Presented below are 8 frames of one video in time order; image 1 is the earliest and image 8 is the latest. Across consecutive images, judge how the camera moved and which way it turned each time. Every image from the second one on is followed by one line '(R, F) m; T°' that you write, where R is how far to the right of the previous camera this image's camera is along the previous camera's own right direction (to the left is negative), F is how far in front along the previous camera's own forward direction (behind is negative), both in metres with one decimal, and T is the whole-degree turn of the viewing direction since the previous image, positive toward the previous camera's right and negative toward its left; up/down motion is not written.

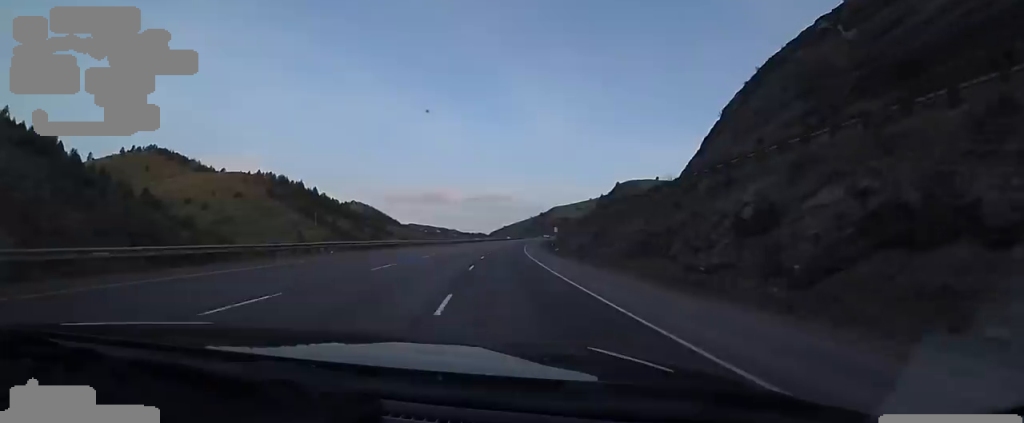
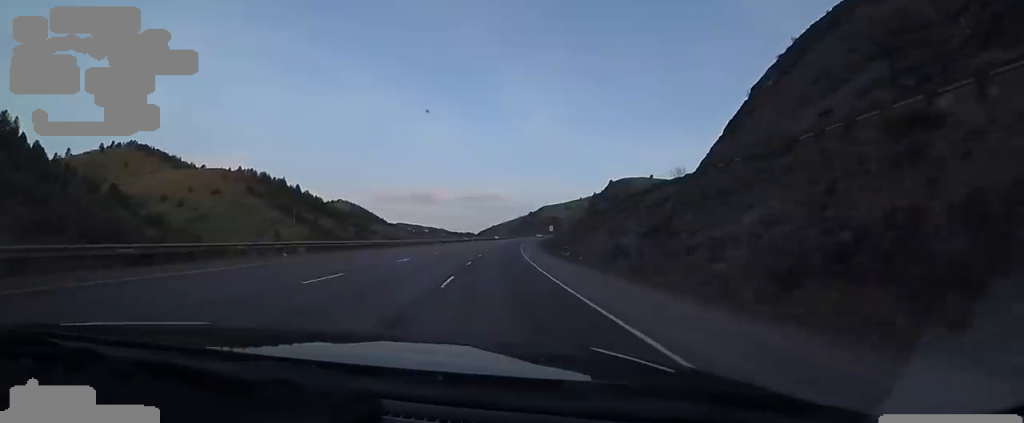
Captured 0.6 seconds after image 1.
(-0.5, +18.1) m; +1°
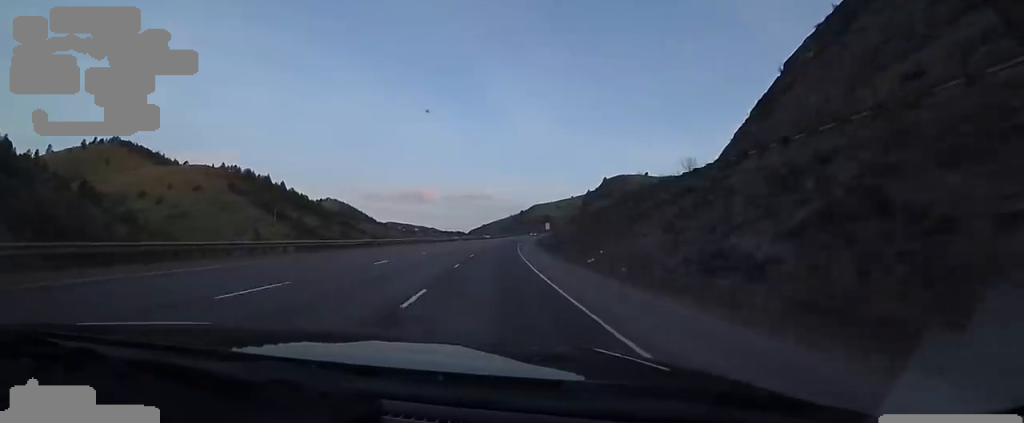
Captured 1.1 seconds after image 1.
(0.0, +15.3) m; +1°
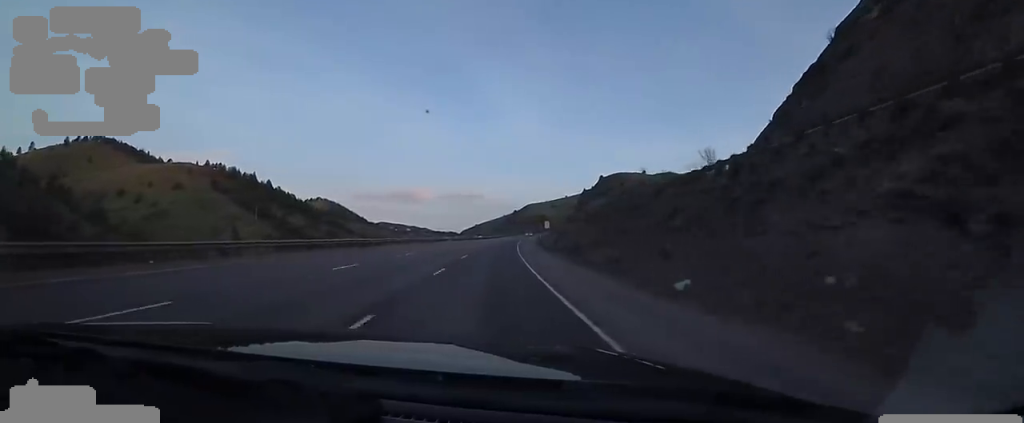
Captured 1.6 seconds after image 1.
(+0.6, +16.7) m; +2°
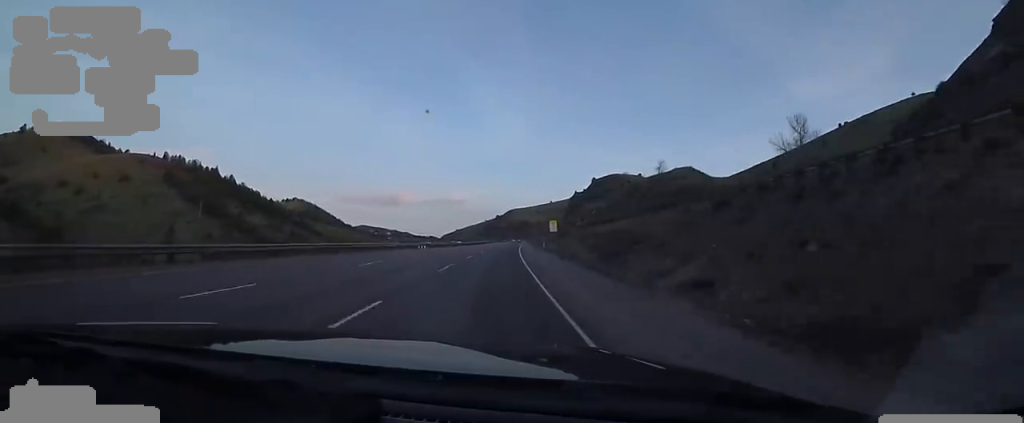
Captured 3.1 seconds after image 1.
(+1.6, +44.9) m; +4°
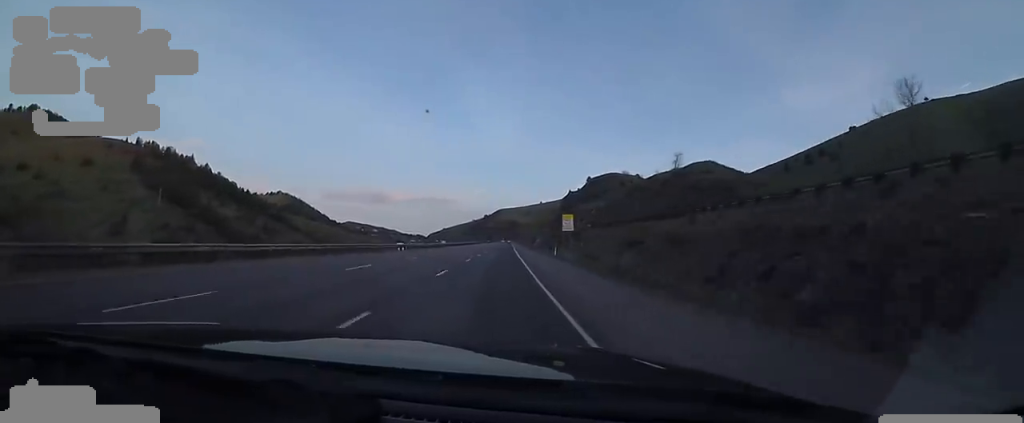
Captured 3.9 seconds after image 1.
(+0.4, +25.8) m; +2°
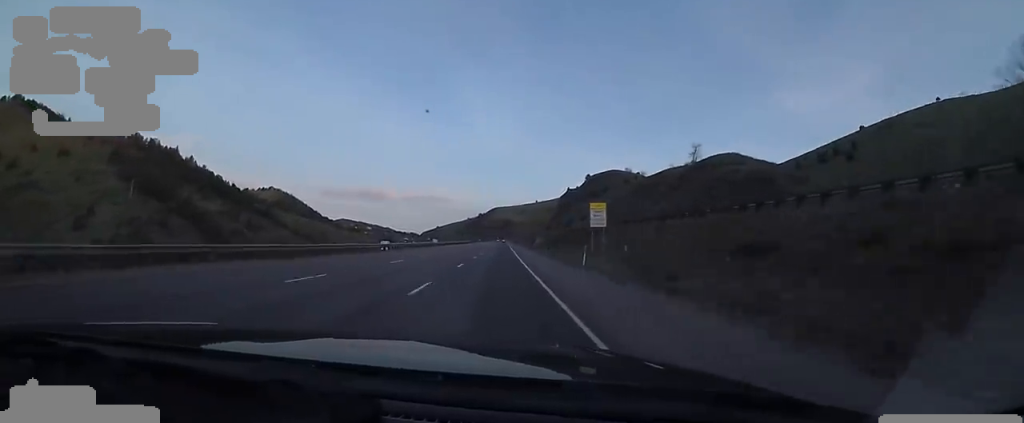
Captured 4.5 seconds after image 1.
(+0.4, +17.6) m; 0°
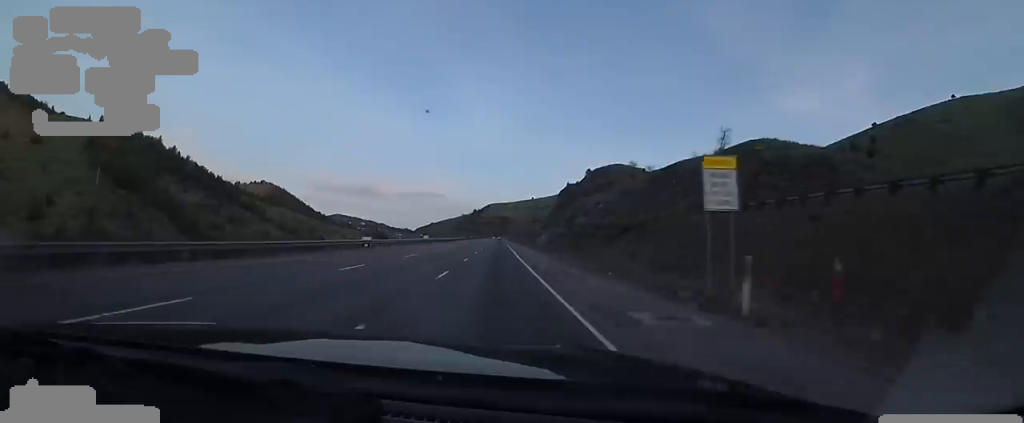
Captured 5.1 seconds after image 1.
(+0.1, +19.6) m; 0°
